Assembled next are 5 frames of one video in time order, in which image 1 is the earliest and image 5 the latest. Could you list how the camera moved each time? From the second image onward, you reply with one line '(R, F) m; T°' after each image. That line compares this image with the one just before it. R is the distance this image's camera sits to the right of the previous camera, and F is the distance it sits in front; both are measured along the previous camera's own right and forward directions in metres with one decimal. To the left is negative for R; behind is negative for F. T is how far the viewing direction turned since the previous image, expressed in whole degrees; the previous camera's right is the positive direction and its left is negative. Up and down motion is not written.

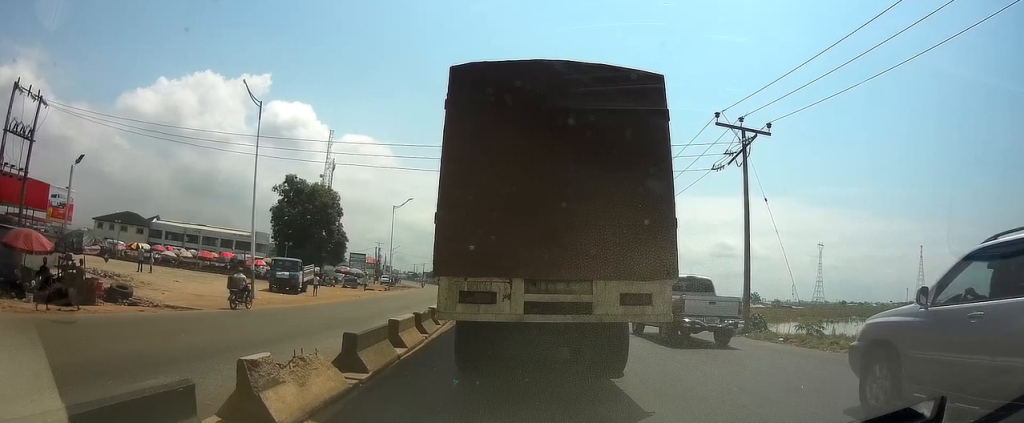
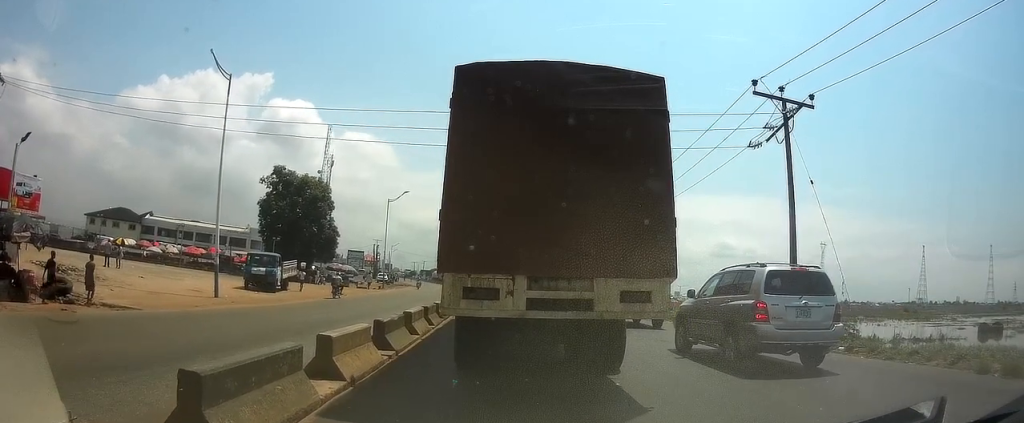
(+1.0, +3.4) m; 0°
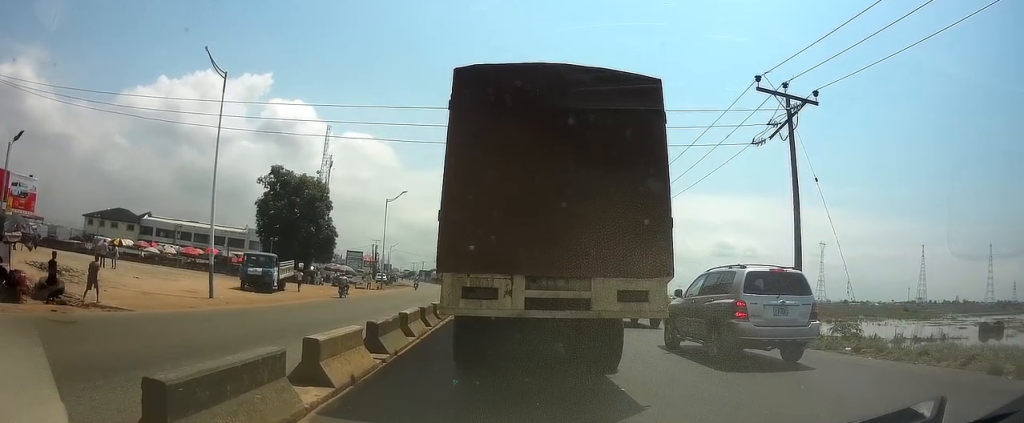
(+0.2, +0.4) m; 0°
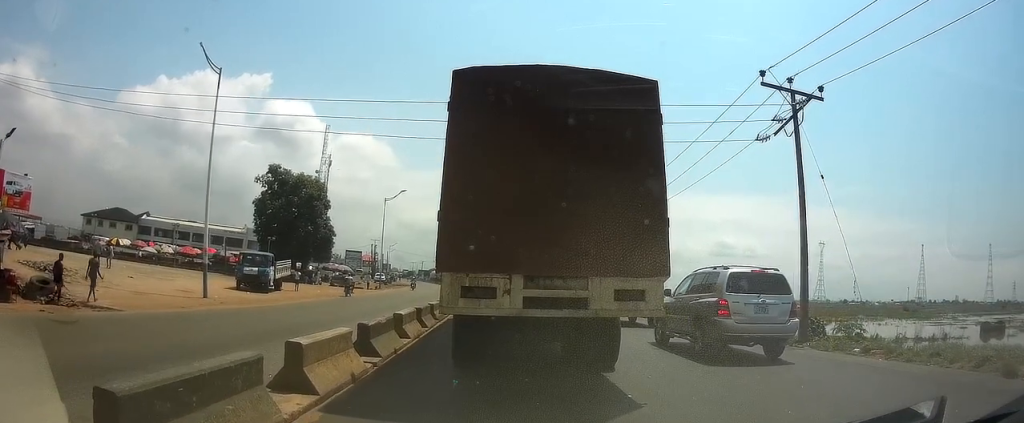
(+0.2, +0.5) m; 0°
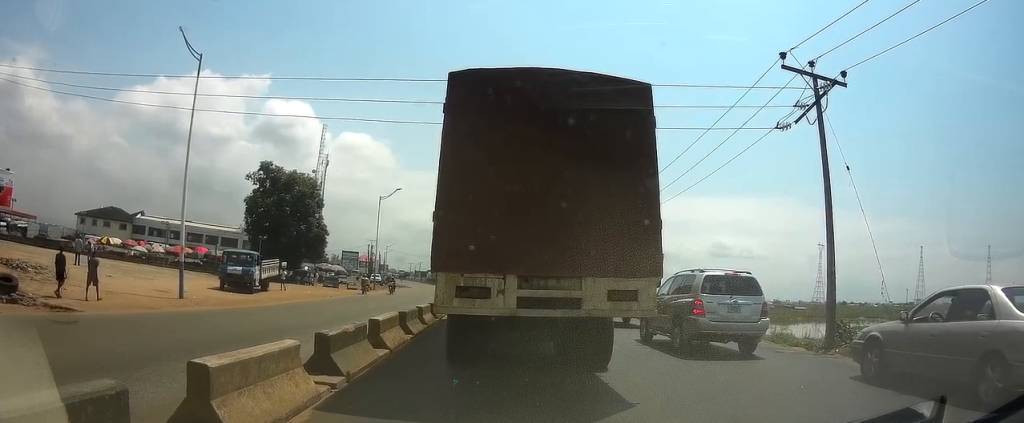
(0.0, +1.8) m; 0°
